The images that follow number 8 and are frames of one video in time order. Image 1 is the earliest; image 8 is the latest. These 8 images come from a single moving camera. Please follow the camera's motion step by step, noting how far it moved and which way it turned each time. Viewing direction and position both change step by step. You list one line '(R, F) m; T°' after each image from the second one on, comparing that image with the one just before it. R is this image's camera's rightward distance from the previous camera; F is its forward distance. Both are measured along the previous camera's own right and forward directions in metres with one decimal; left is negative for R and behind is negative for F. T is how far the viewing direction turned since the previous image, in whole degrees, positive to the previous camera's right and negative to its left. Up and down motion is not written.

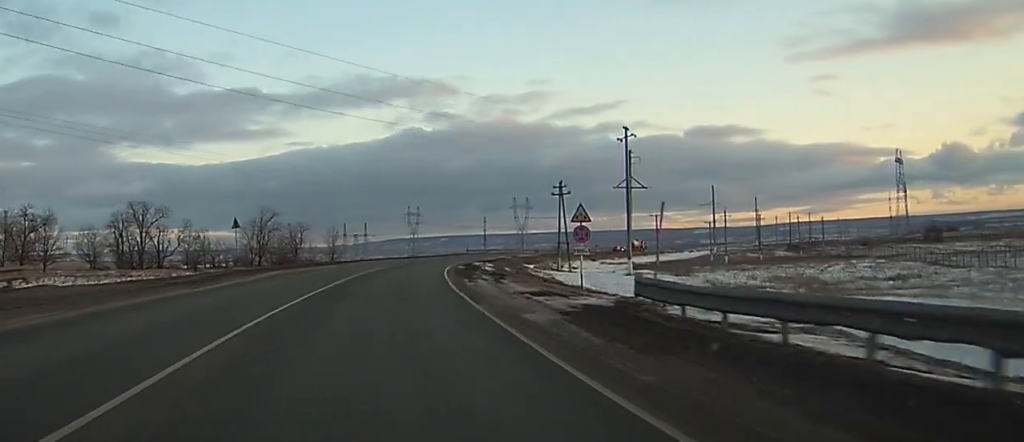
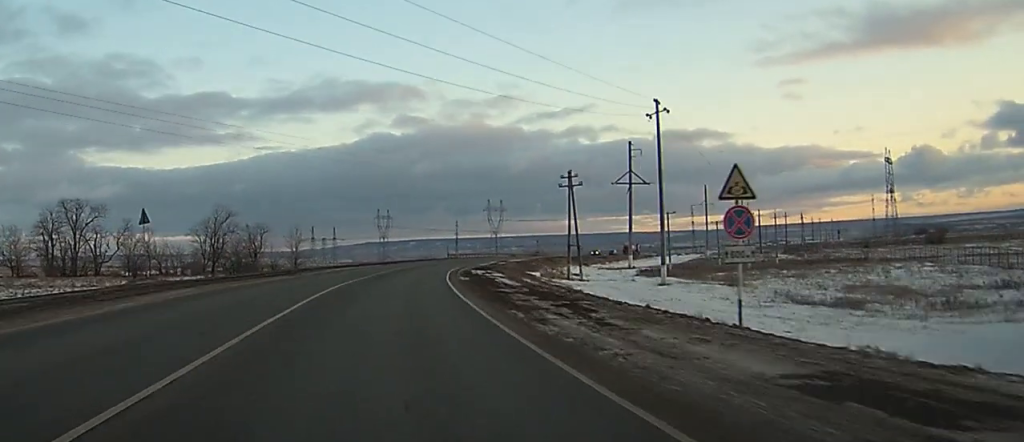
(+0.6, +17.2) m; +3°
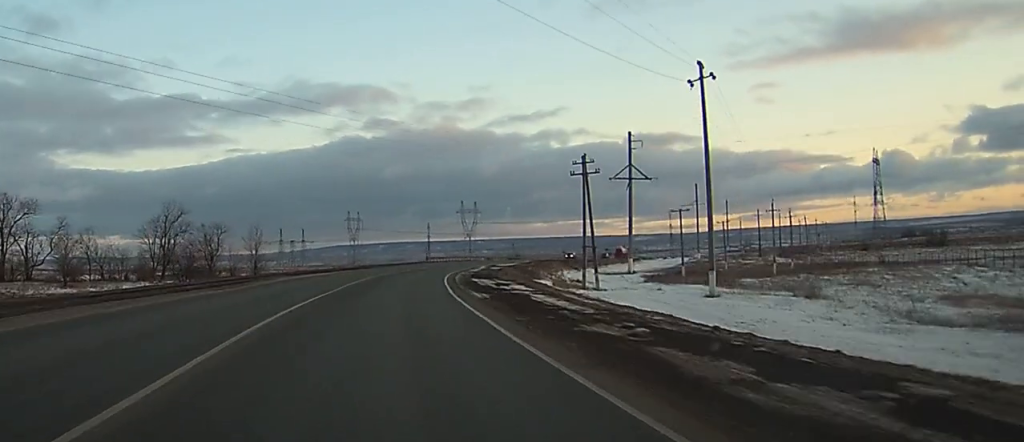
(+0.3, +14.3) m; +2°
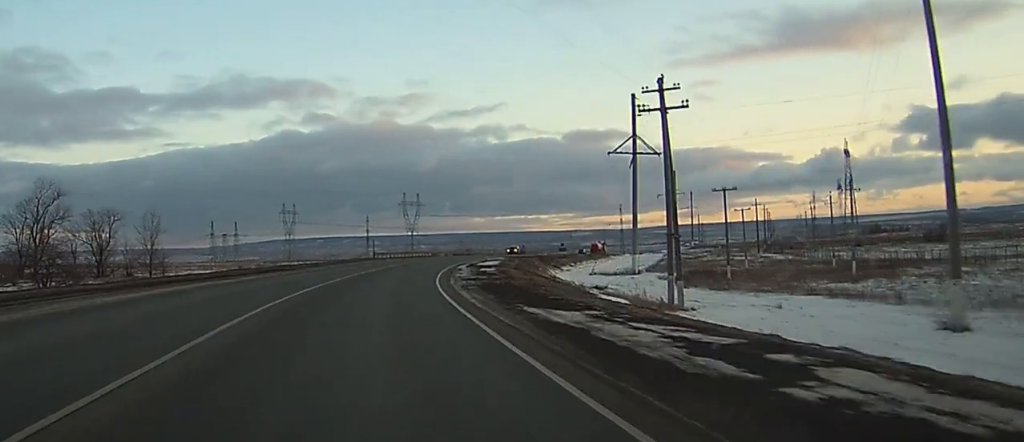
(+0.9, +26.7) m; +4°
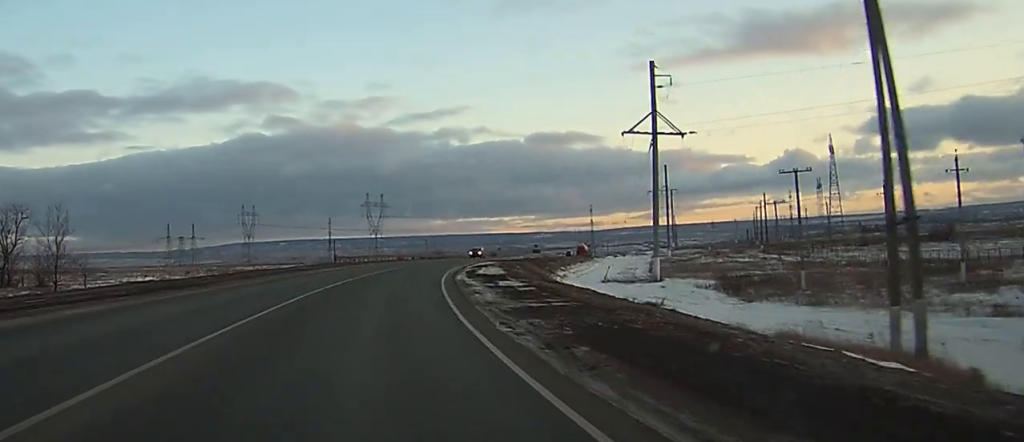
(+0.2, +17.7) m; +3°
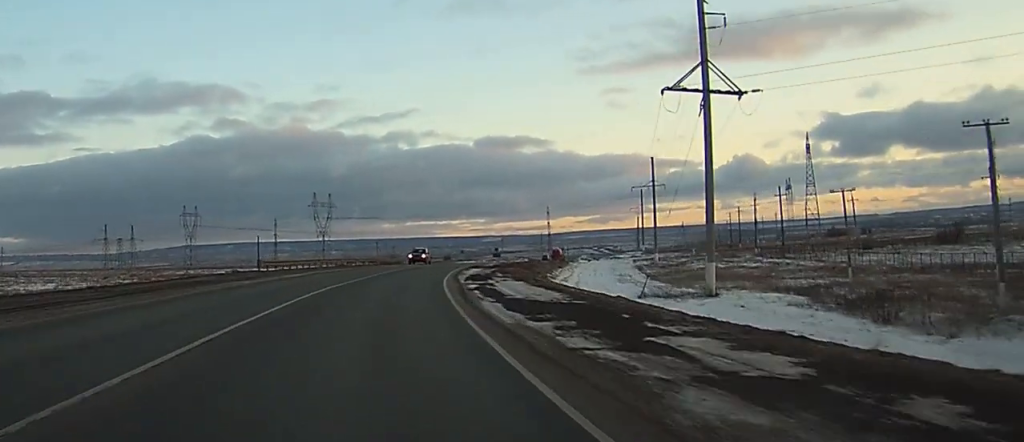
(+0.8, +22.1) m; +3°
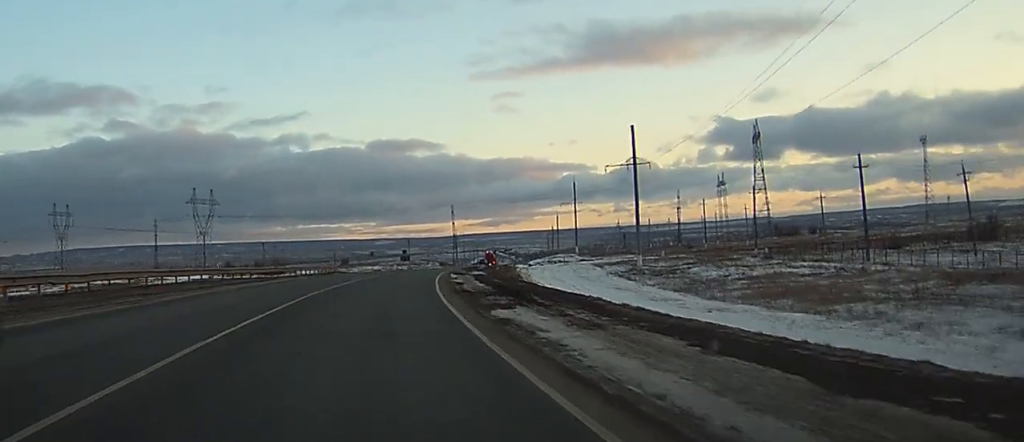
(+2.7, +43.6) m; +7°
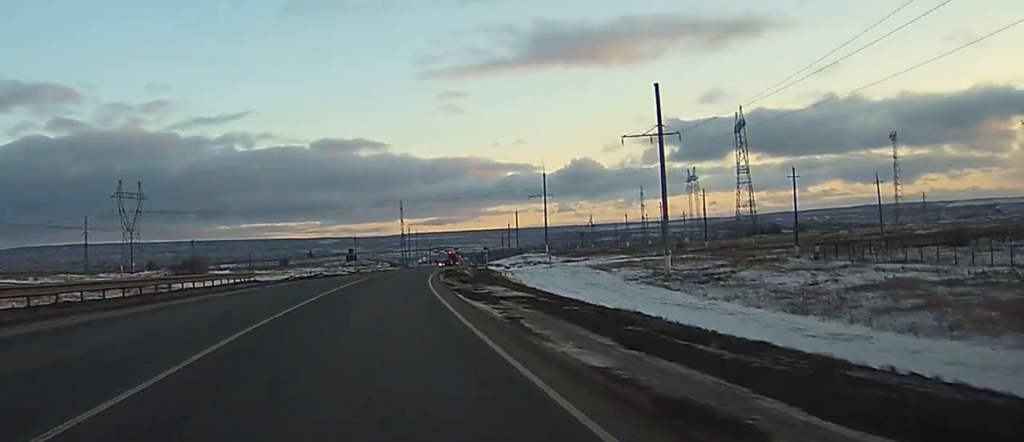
(+1.2, +29.7) m; +4°
